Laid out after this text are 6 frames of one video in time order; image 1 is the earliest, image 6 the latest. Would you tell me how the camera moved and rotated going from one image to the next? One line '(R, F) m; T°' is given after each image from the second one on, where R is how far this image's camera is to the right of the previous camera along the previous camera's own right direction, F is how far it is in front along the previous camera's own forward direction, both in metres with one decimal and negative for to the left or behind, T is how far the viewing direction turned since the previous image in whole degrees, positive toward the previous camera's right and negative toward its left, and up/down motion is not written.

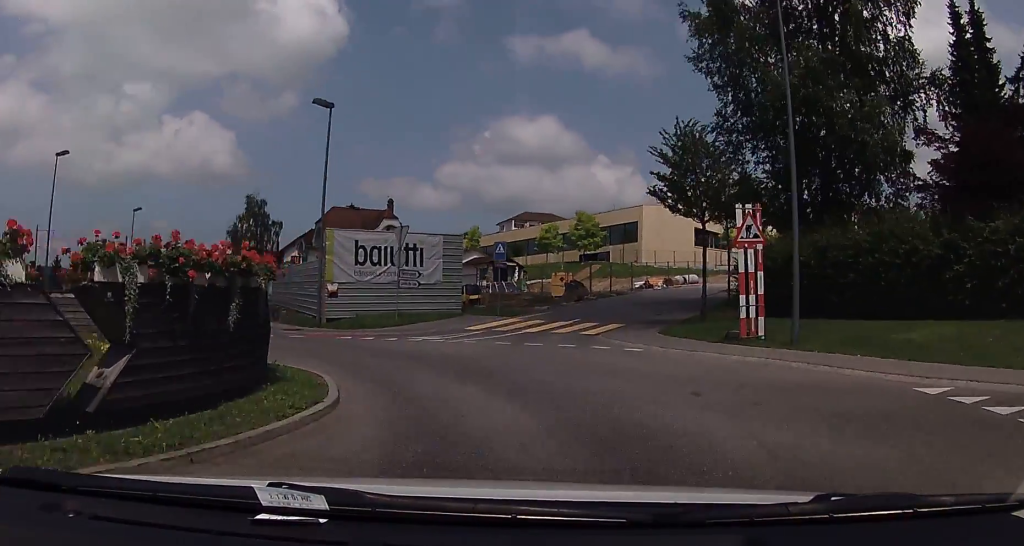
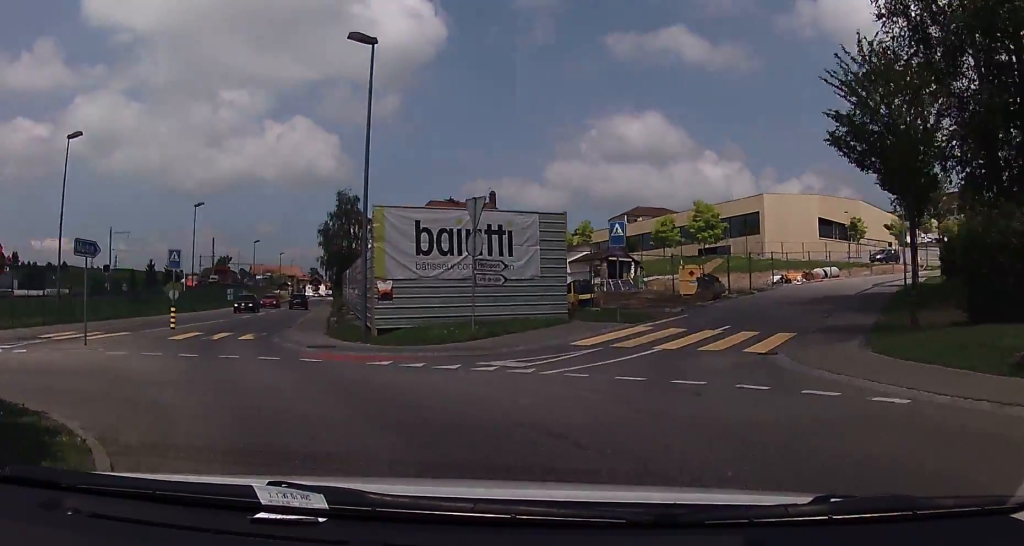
(-0.1, +7.2) m; -9°
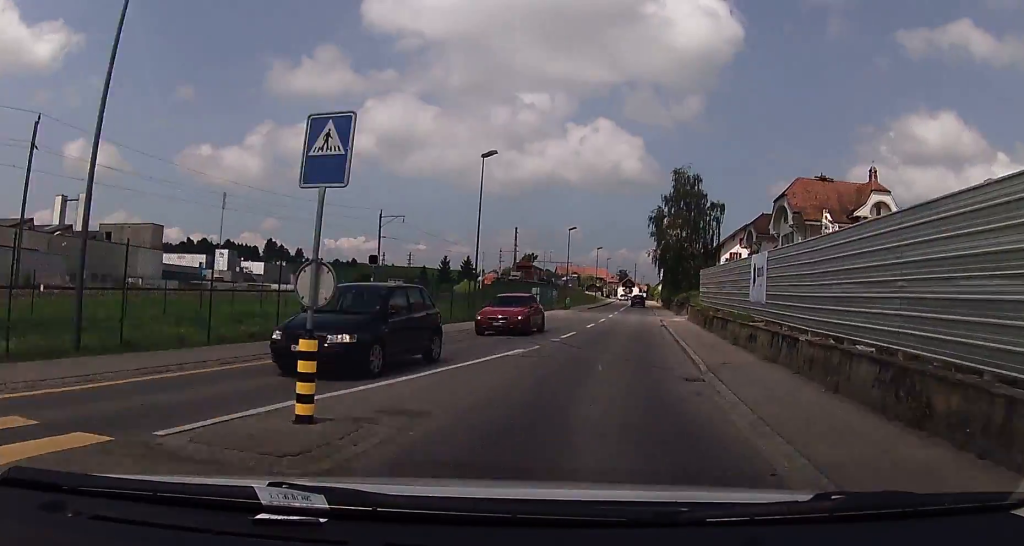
(-5.6, +19.1) m; -18°
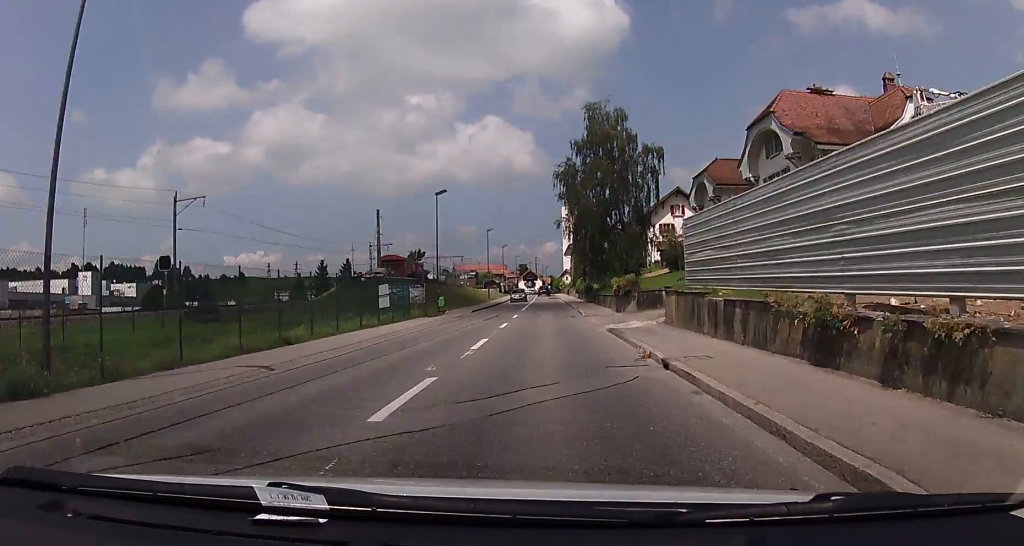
(+2.8, +24.4) m; +8°
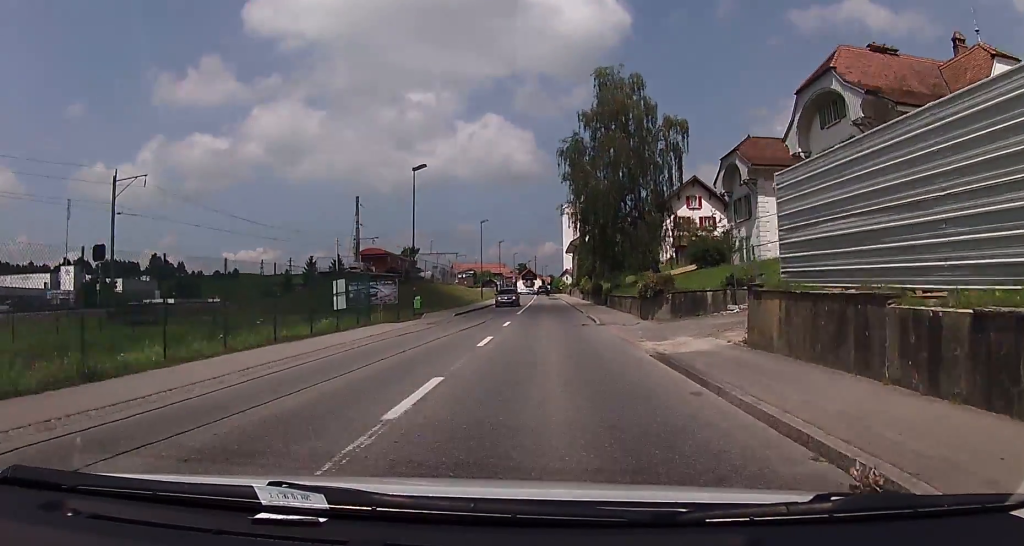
(-0.1, +9.1) m; 0°
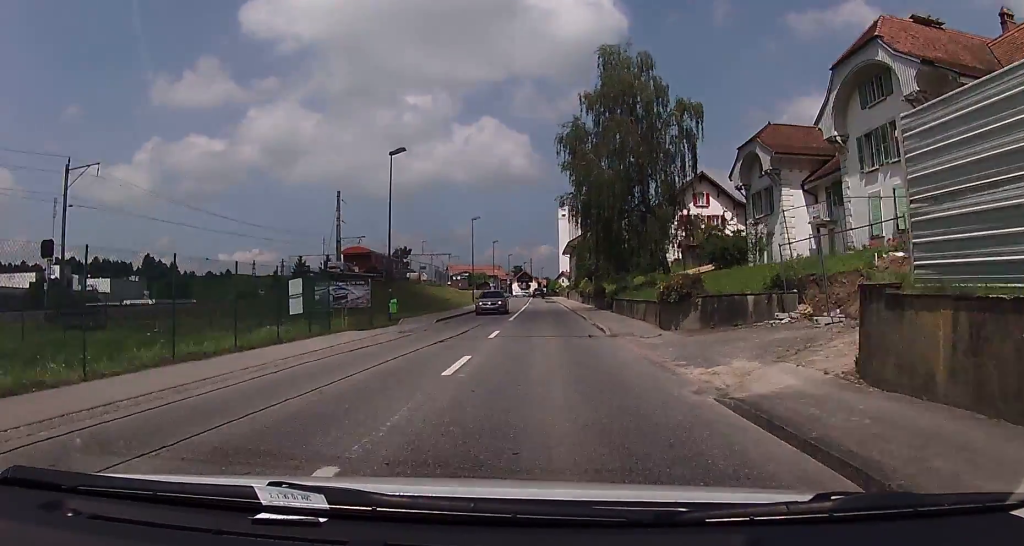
(-0.2, +5.3) m; 0°
